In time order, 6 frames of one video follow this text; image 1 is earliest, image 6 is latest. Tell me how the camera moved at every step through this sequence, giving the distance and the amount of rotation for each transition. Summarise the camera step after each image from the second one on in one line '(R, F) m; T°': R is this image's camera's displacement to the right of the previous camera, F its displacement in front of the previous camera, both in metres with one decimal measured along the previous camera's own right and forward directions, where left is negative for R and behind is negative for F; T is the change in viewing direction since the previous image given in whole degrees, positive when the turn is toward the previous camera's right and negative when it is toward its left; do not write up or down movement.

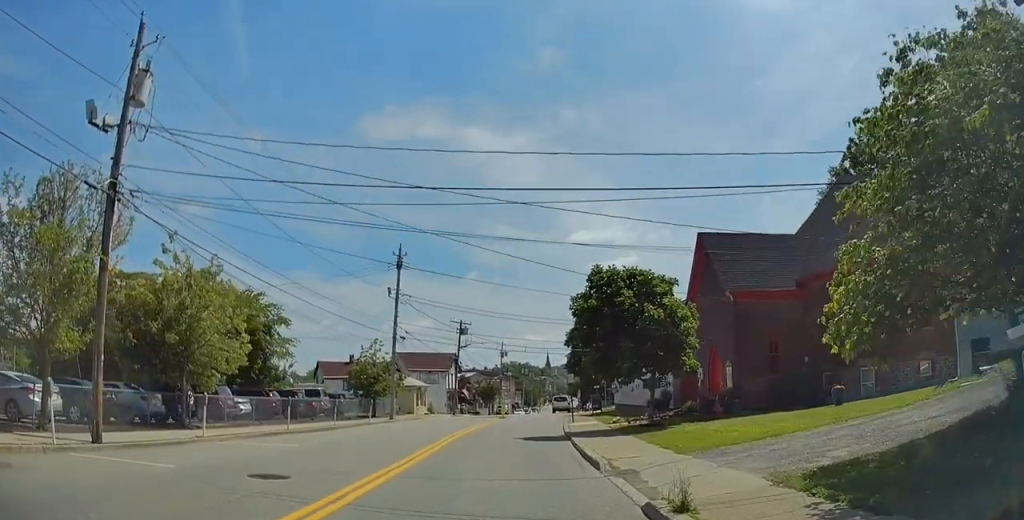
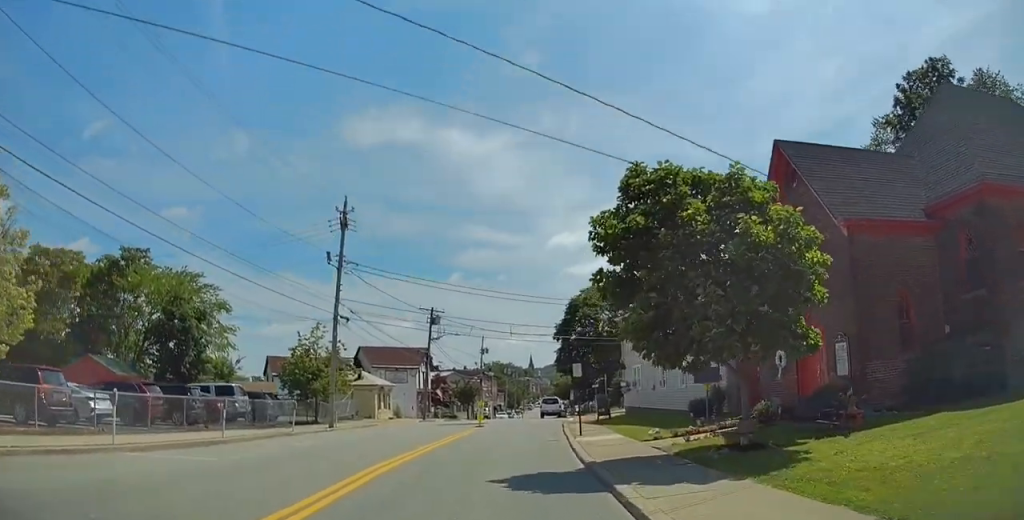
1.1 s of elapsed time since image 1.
(+0.2, +11.3) m; +1°
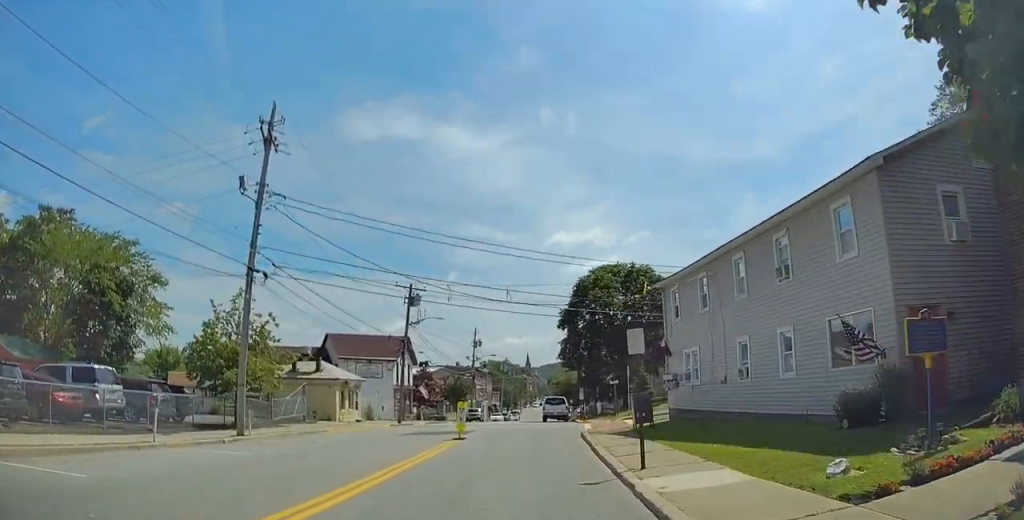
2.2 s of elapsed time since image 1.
(0.0, +11.4) m; 0°
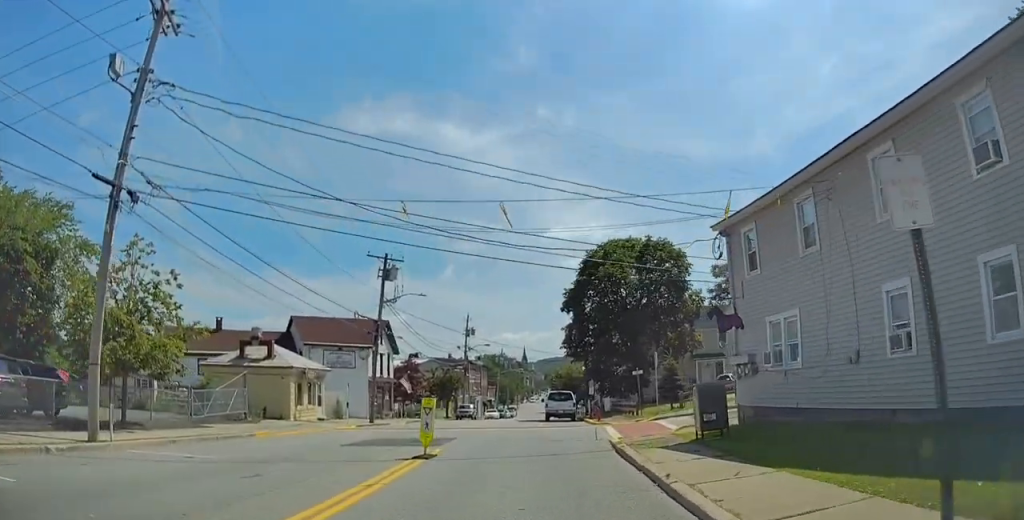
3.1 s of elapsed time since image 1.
(-0.1, +8.8) m; +1°
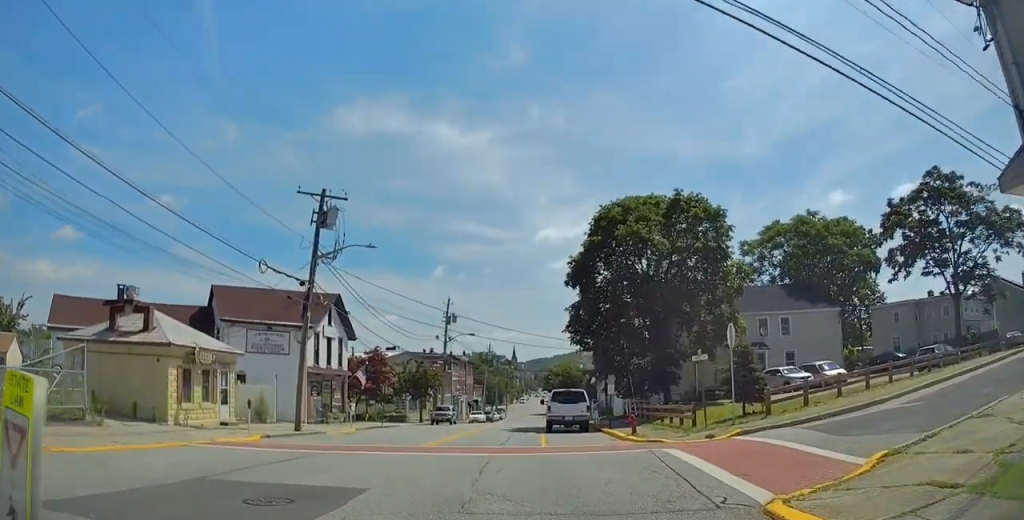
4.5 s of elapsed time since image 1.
(+0.2, +13.0) m; 0°
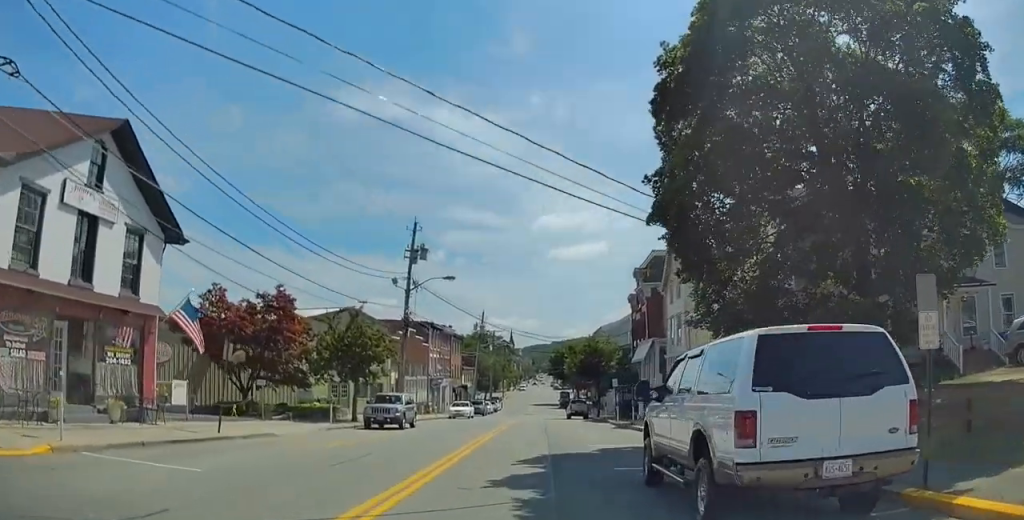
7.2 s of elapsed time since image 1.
(+0.3, +24.8) m; +2°
